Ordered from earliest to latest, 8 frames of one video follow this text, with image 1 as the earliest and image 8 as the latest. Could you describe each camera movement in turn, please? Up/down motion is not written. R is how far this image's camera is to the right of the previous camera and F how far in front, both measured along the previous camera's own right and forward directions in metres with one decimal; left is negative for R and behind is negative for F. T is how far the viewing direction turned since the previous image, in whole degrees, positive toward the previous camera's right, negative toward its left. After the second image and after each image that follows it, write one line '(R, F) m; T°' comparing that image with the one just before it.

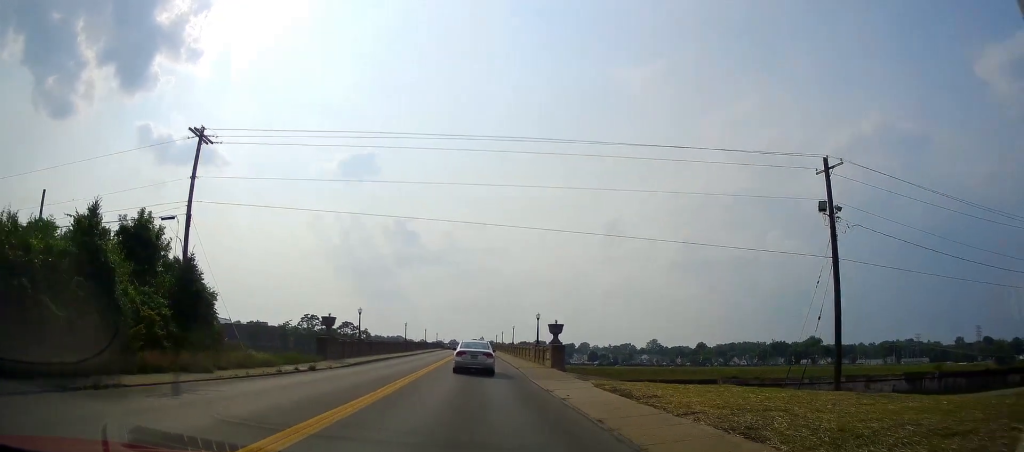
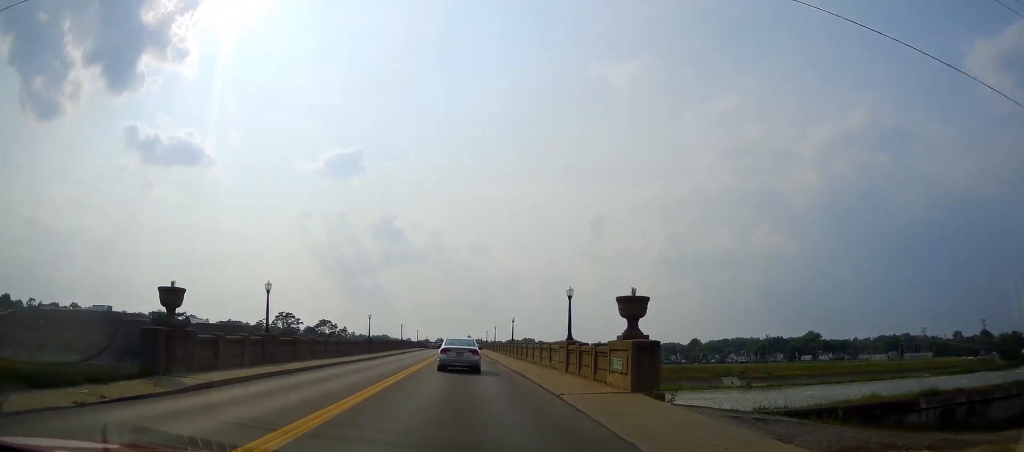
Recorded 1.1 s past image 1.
(+0.5, +18.3) m; +1°
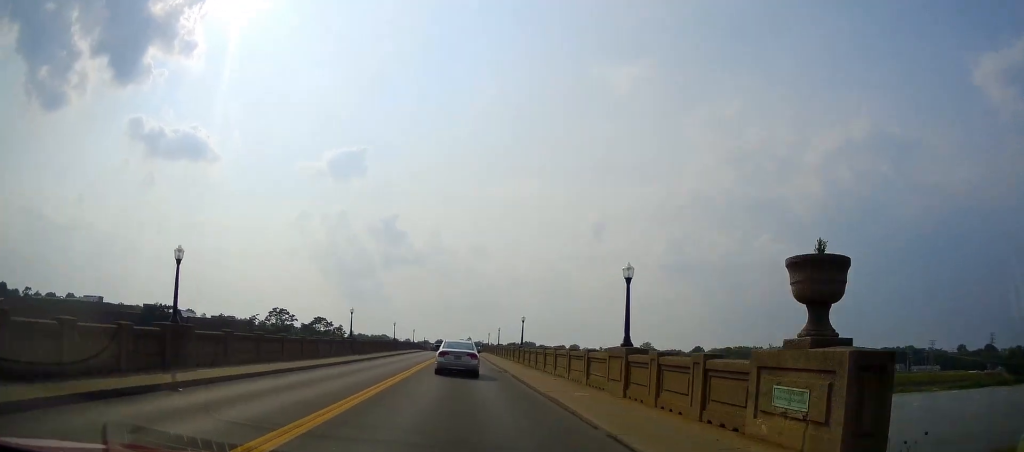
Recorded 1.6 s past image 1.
(-0.1, +8.9) m; 0°
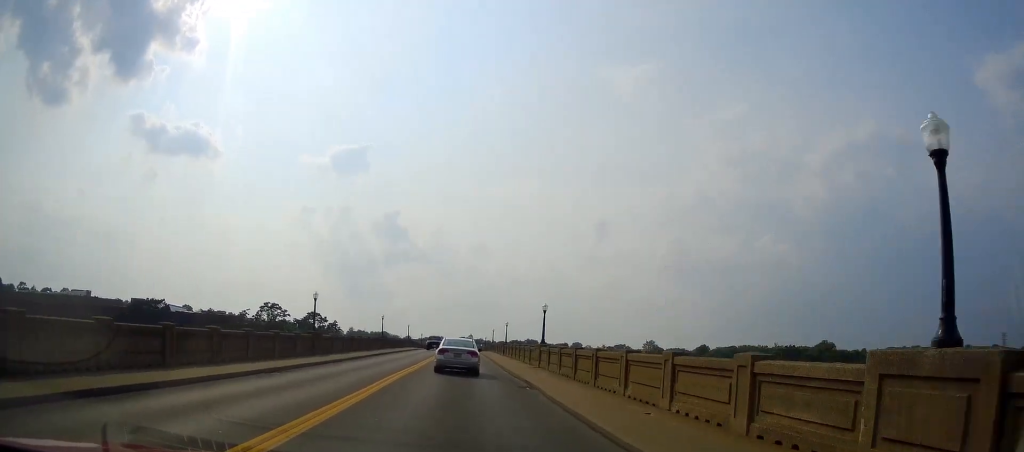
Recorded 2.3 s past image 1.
(+0.2, +11.5) m; 0°
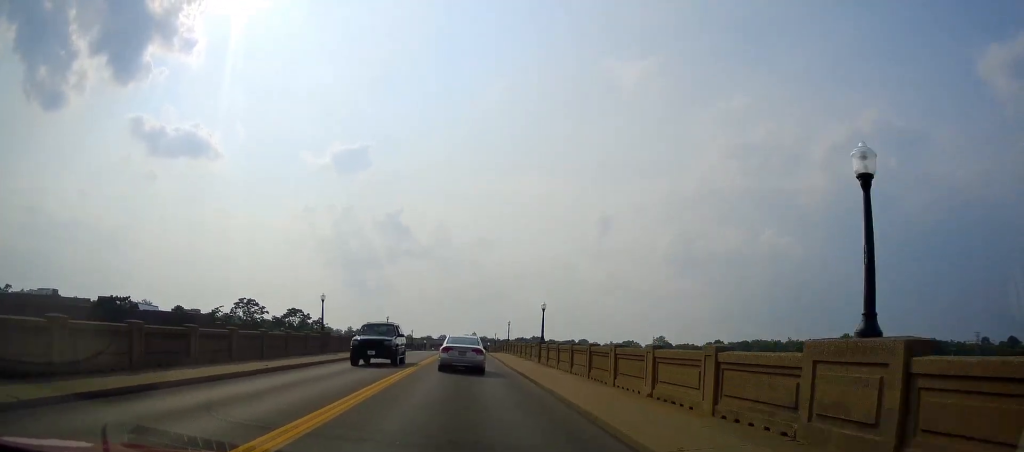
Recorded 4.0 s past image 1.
(-0.3, +26.8) m; -1°
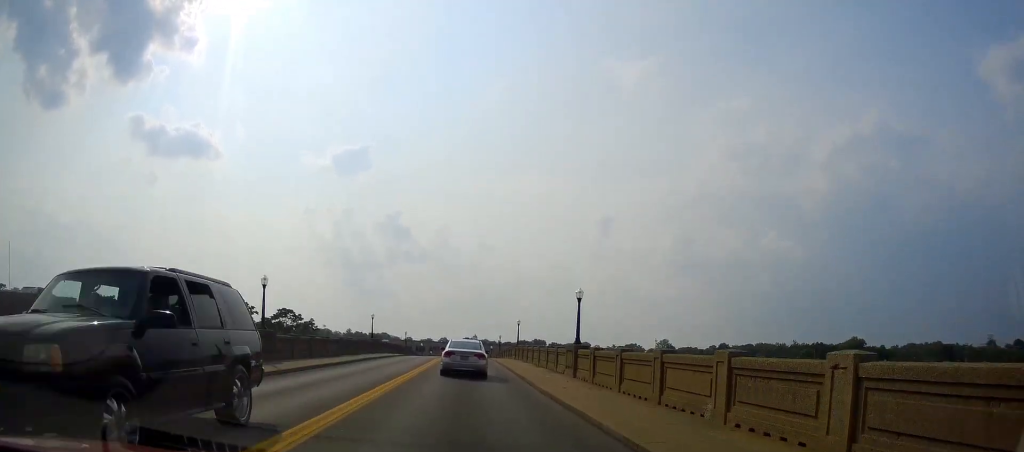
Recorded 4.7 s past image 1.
(0.0, +10.6) m; 0°
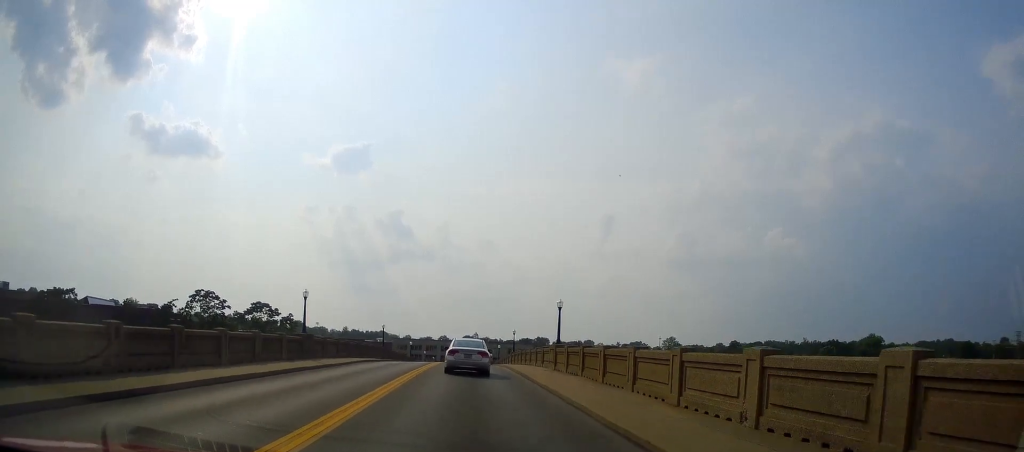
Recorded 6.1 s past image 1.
(+0.2, +22.7) m; 0°
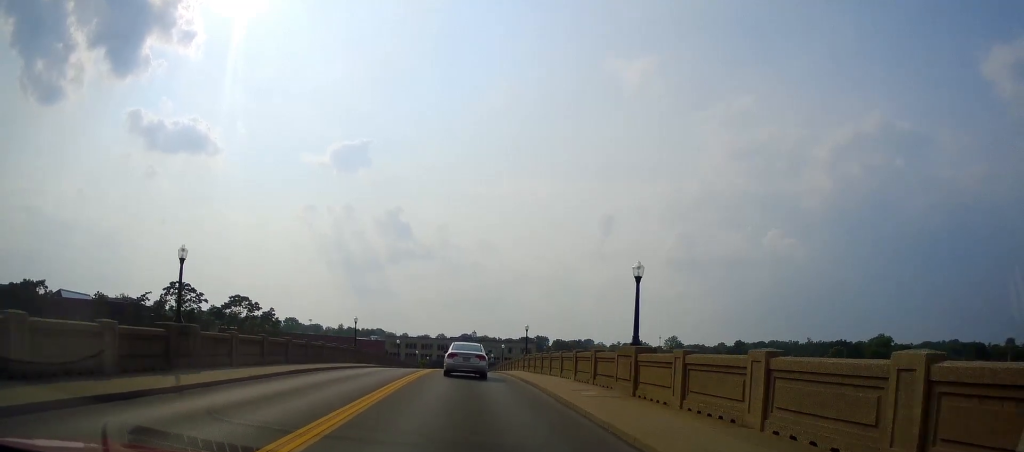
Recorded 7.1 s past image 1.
(-0.2, +13.9) m; 0°
